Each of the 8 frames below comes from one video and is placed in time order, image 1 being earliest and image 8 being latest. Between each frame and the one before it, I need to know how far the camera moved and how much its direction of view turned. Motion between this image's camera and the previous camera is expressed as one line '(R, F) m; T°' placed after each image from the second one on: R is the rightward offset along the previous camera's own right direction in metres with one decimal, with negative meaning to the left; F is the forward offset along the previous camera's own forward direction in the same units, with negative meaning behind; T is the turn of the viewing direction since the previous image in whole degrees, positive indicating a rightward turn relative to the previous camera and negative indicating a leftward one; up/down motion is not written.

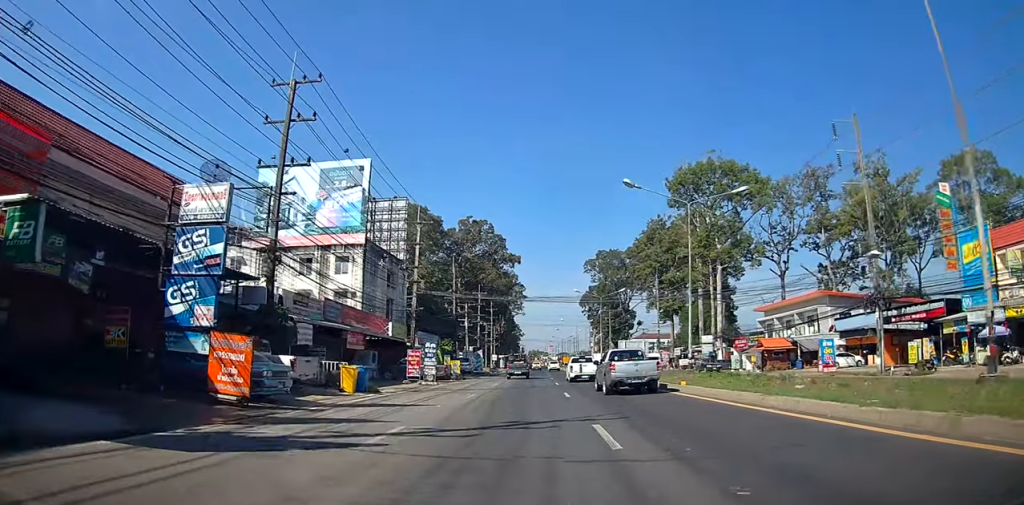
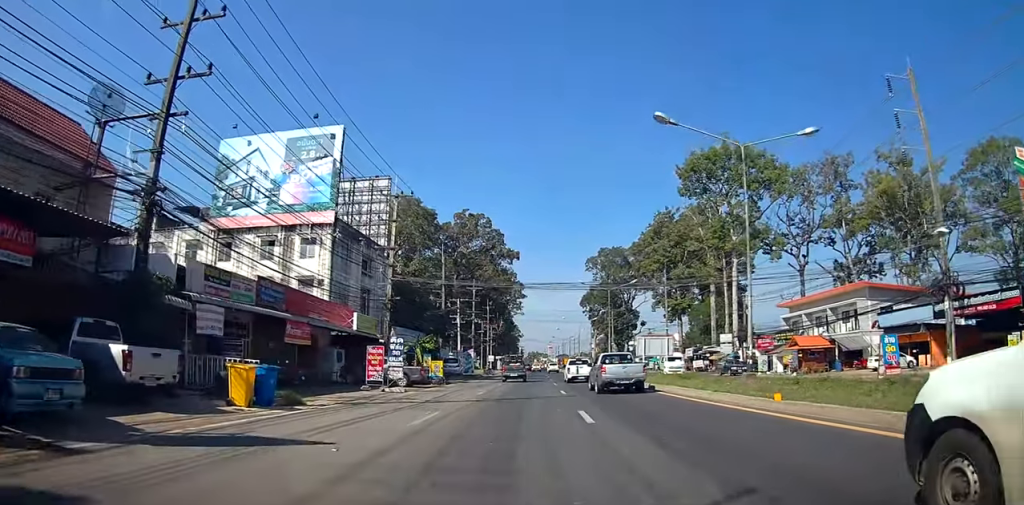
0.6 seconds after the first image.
(+0.1, +8.2) m; -1°
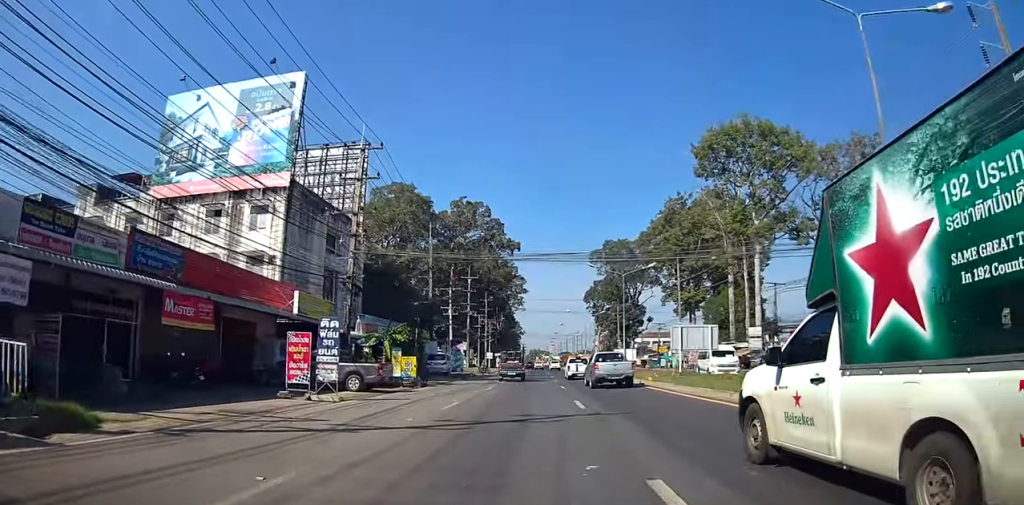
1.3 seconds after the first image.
(-0.2, +8.9) m; -1°
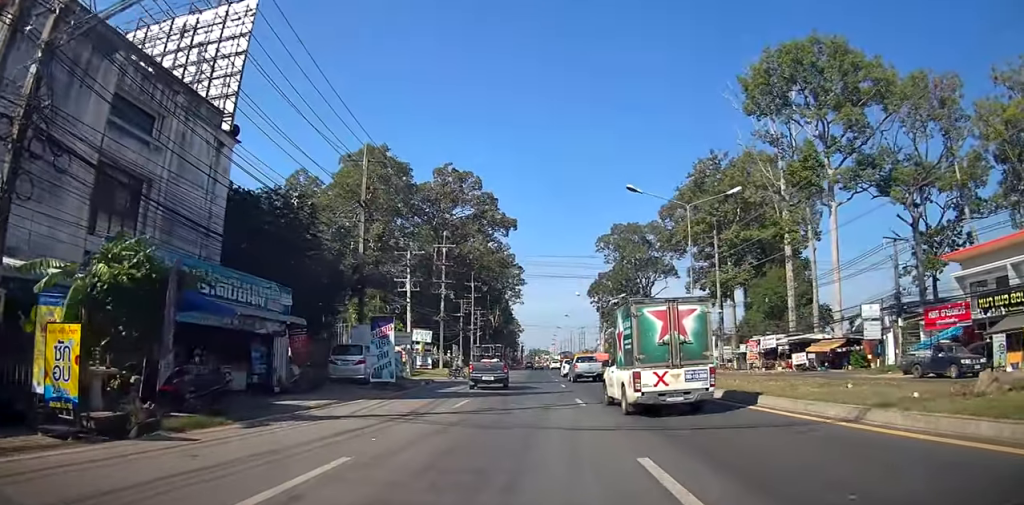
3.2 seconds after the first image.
(0.0, +23.4) m; +1°
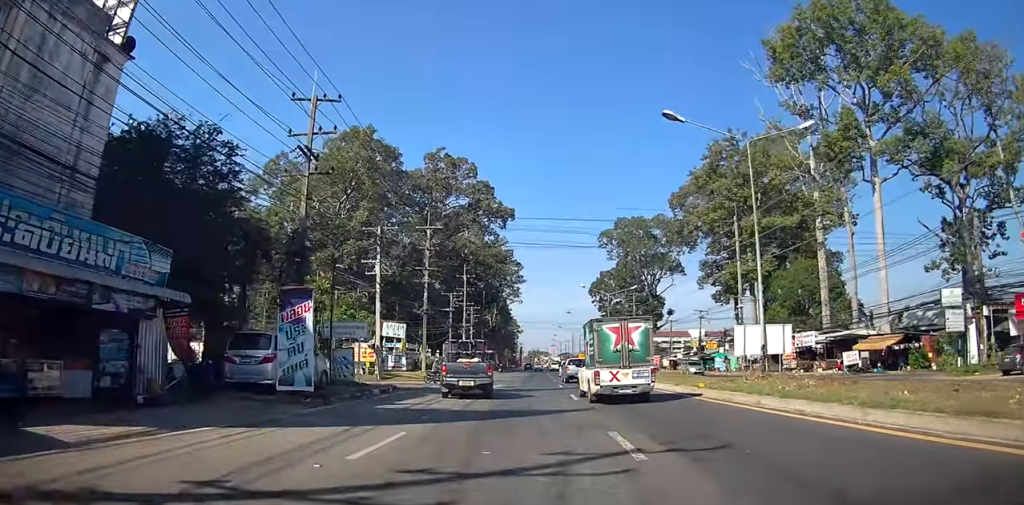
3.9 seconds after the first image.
(+0.1, +9.4) m; +1°
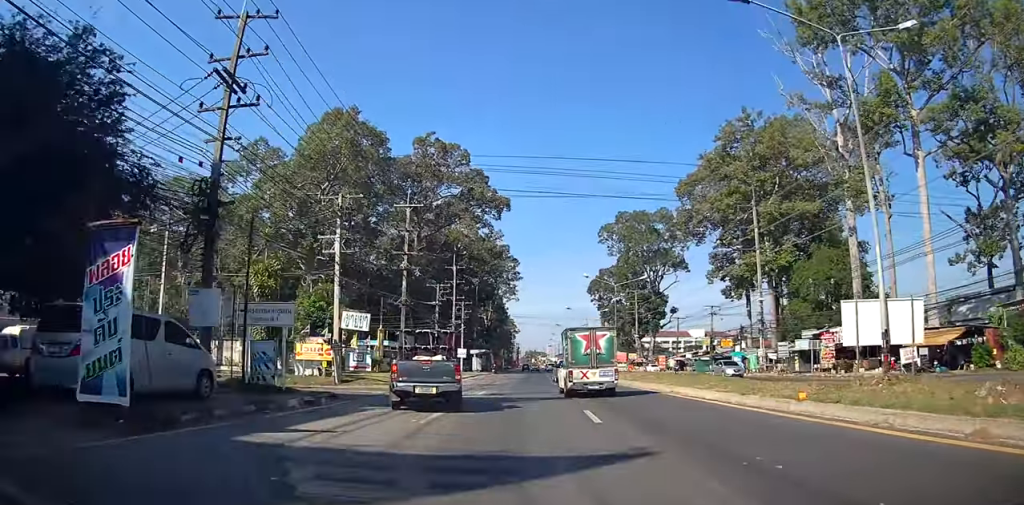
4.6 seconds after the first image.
(+0.1, +7.6) m; 0°
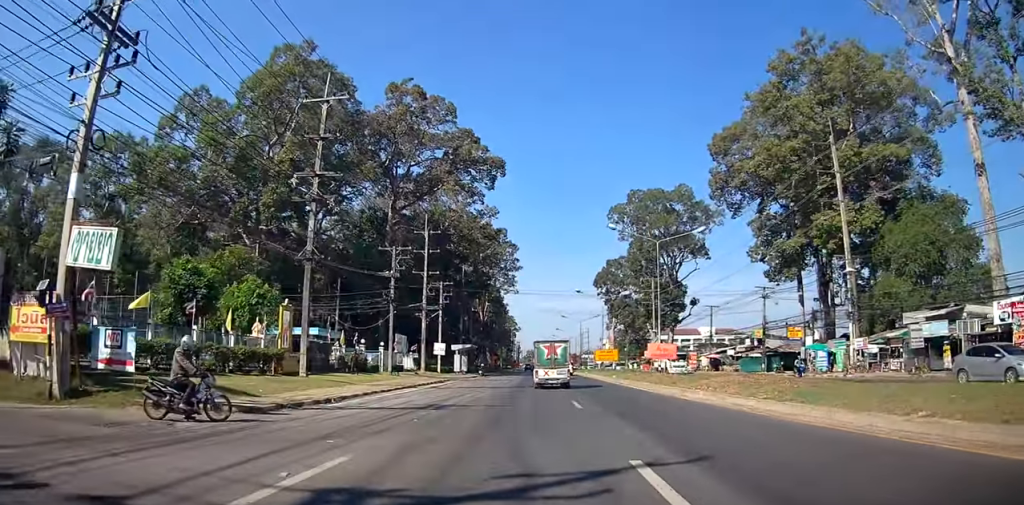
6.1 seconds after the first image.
(-0.2, +18.2) m; 0°
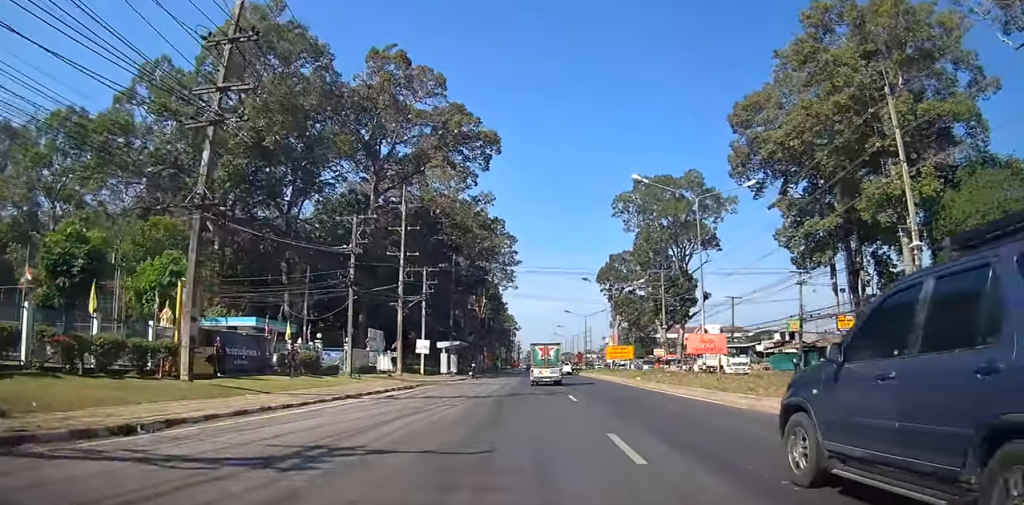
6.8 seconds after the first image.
(0.0, +8.5) m; 0°
